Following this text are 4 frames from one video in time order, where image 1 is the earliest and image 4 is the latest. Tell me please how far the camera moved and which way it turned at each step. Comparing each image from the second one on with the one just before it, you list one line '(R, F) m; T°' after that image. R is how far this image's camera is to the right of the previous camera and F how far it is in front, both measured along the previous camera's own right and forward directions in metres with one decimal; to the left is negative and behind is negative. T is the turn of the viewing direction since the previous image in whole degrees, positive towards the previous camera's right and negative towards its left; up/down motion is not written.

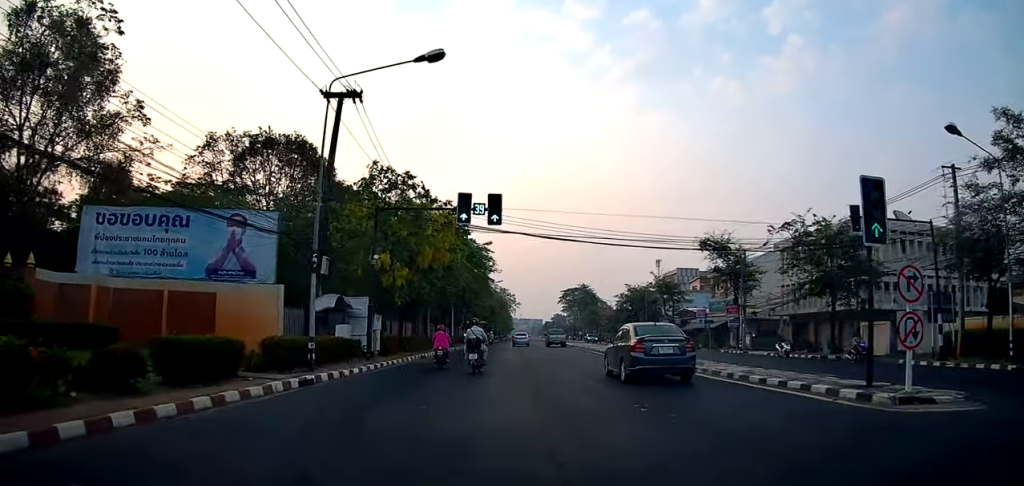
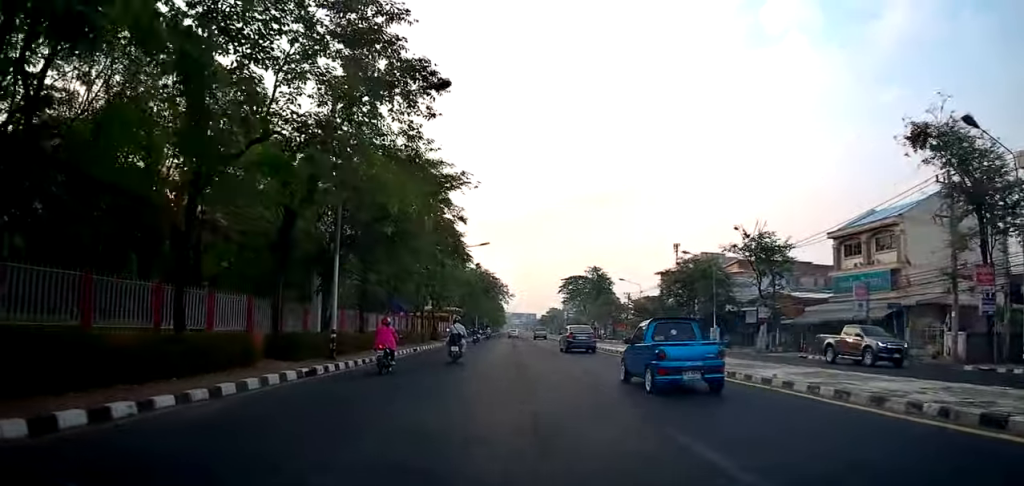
(-1.7, +33.6) m; 0°
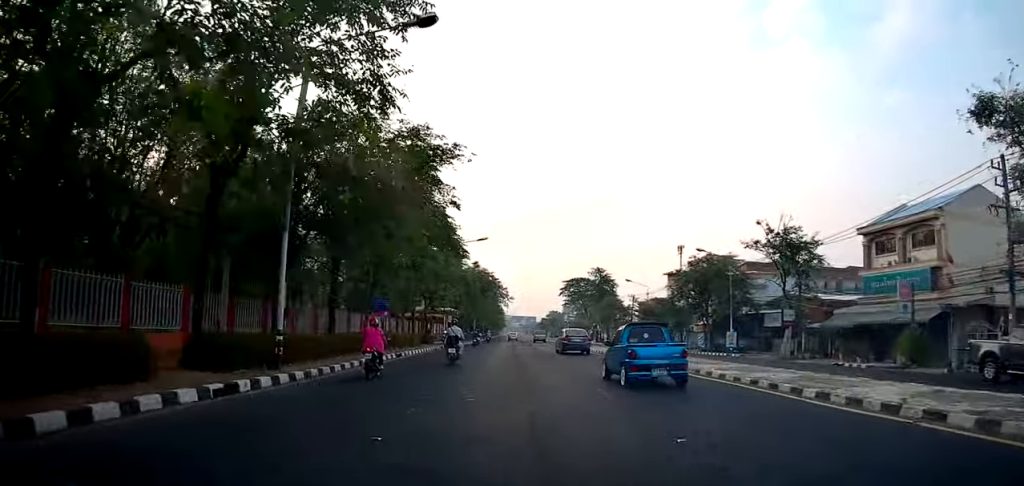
(+0.1, +4.5) m; 0°
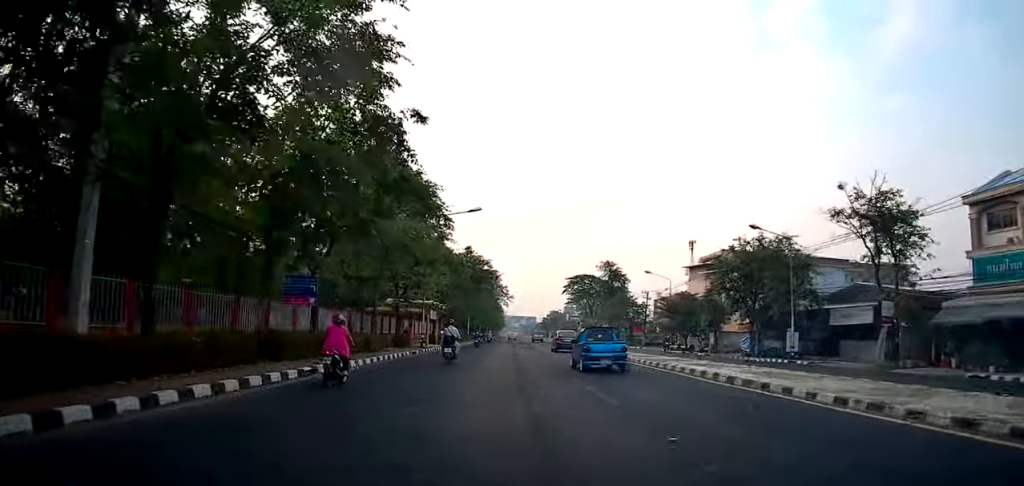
(-0.4, +12.0) m; -3°
